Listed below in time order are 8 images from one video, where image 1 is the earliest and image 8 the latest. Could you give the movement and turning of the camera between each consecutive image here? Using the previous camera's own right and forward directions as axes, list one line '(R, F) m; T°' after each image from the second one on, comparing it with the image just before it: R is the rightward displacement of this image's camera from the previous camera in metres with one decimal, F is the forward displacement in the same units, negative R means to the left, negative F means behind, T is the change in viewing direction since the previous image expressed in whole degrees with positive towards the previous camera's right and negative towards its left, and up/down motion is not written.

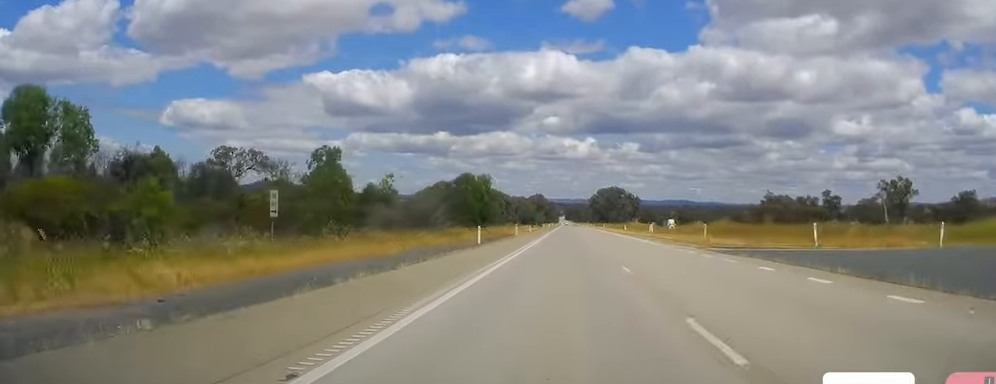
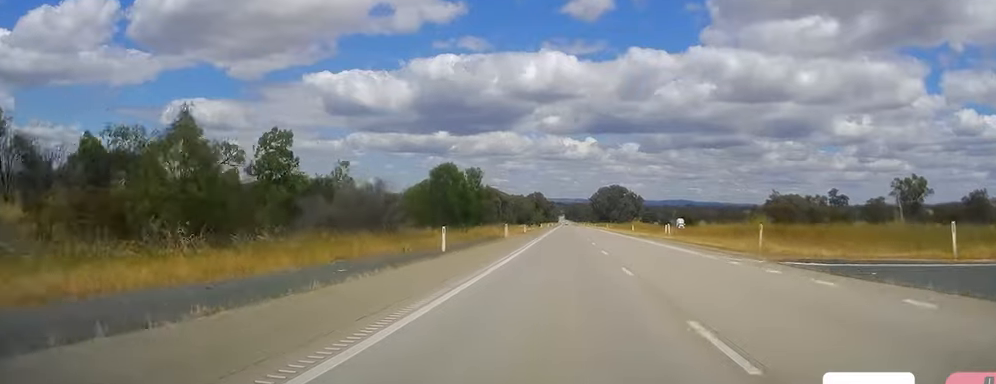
(-0.2, +12.6) m; 0°
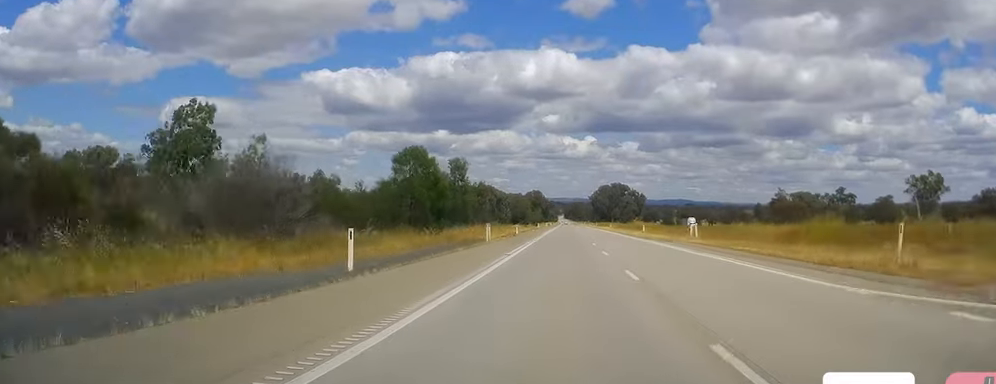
(-0.3, +13.5) m; 0°
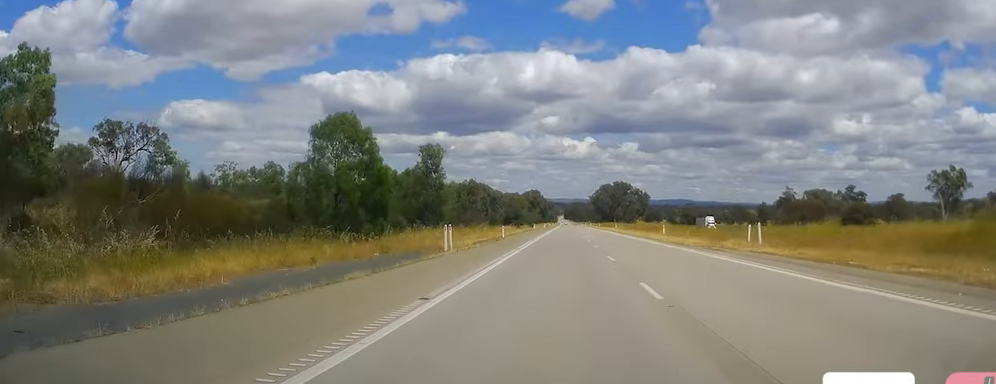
(+0.1, +16.5) m; 0°
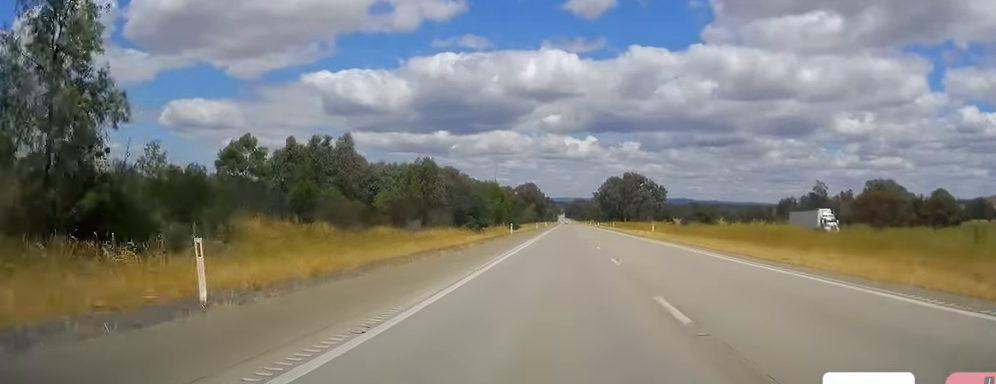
(+0.5, +51.4) m; 0°
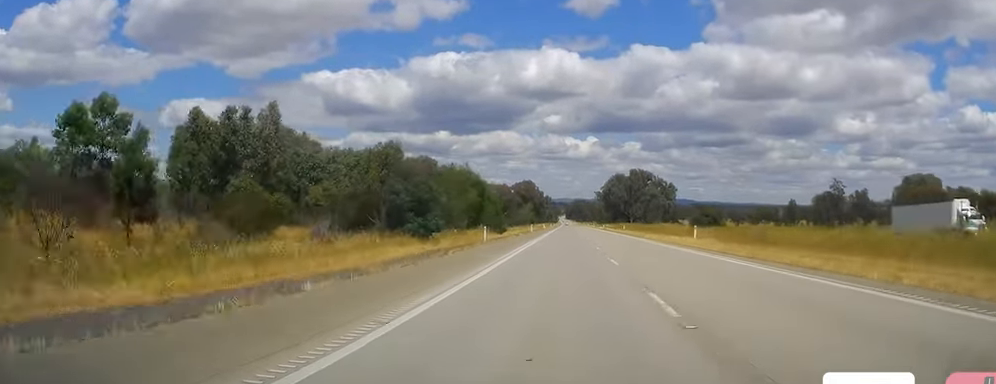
(-0.5, +23.2) m; 0°
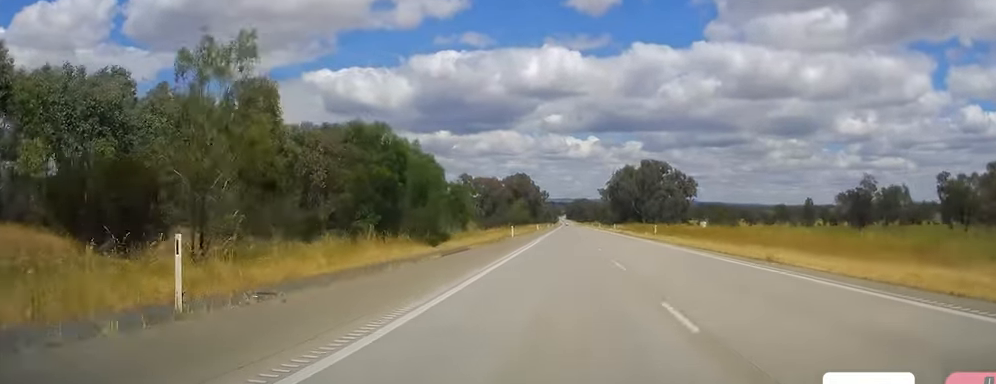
(+0.4, +37.8) m; 0°
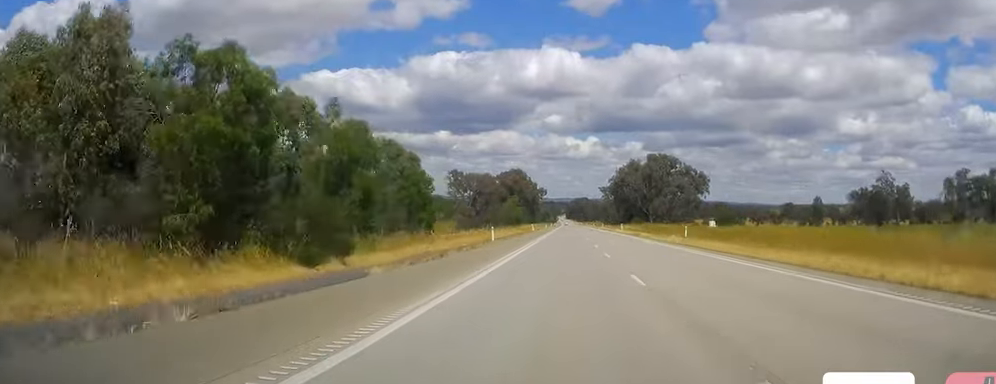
(-0.3, +18.4) m; 0°
